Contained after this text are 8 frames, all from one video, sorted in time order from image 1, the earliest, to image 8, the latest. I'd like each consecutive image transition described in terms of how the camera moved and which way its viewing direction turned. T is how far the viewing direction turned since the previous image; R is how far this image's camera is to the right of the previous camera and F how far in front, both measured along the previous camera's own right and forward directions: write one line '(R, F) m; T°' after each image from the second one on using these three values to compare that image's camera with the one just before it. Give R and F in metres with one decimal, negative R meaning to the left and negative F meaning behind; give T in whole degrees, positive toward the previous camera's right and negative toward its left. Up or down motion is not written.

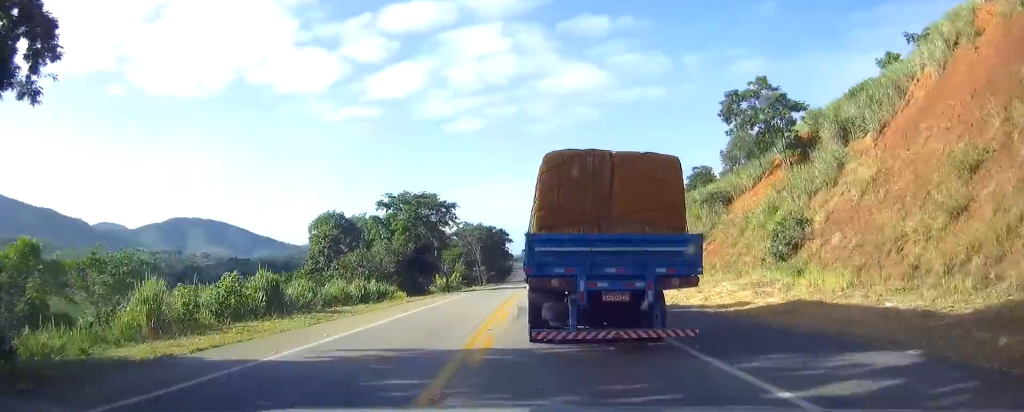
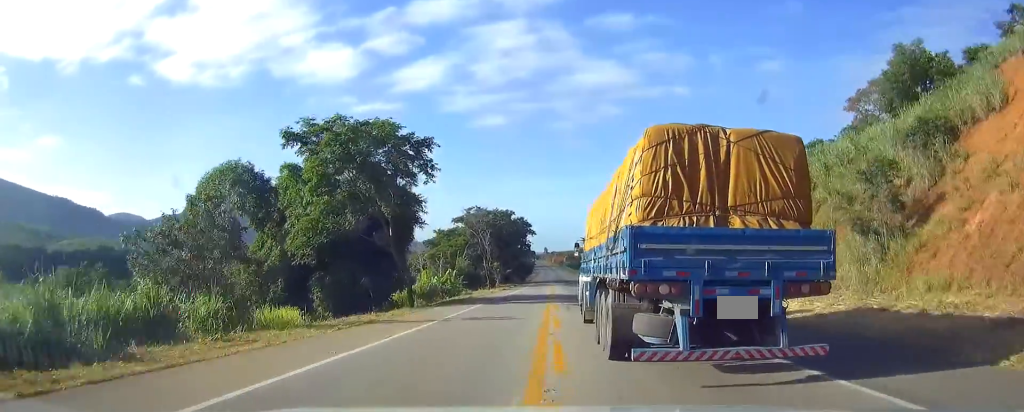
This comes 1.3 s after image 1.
(-0.5, +31.3) m; -1°
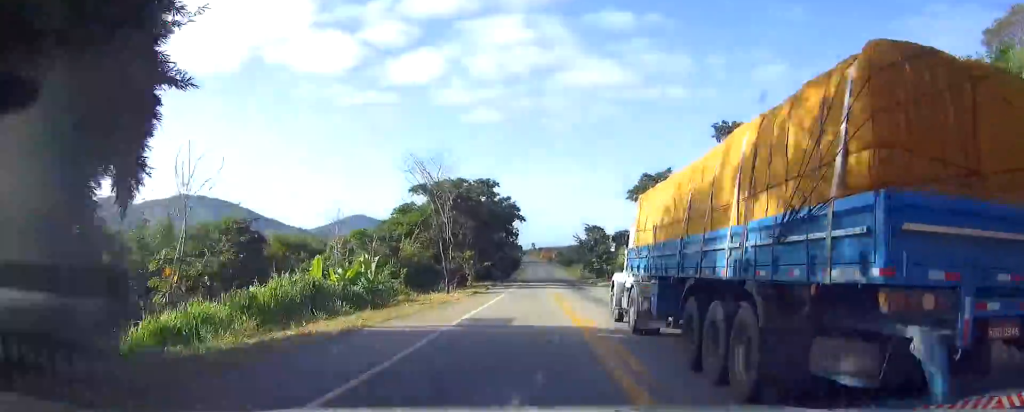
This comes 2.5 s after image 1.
(-0.2, +30.6) m; 0°
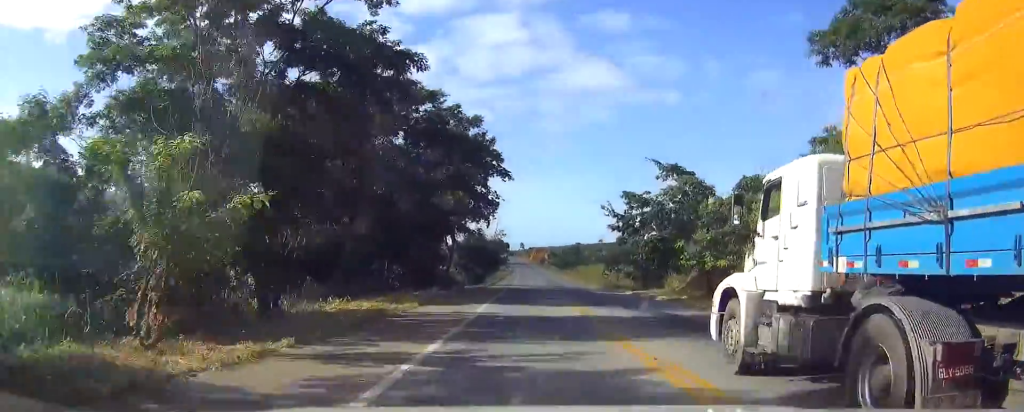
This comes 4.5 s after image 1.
(+0.1, +56.7) m; +1°
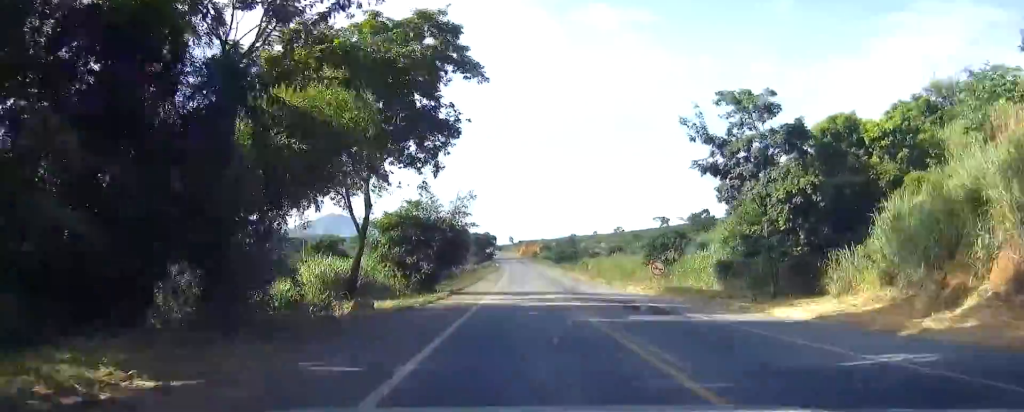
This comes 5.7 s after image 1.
(+0.2, +35.1) m; +1°
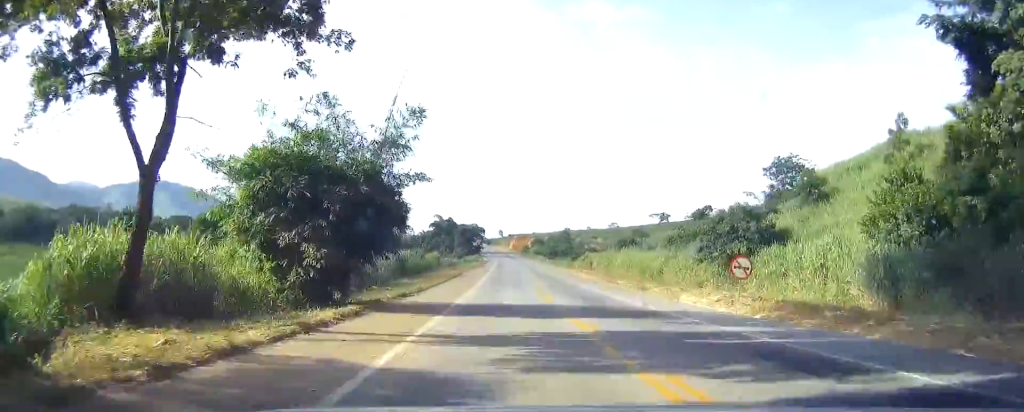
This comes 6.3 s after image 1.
(+0.1, +19.7) m; +1°
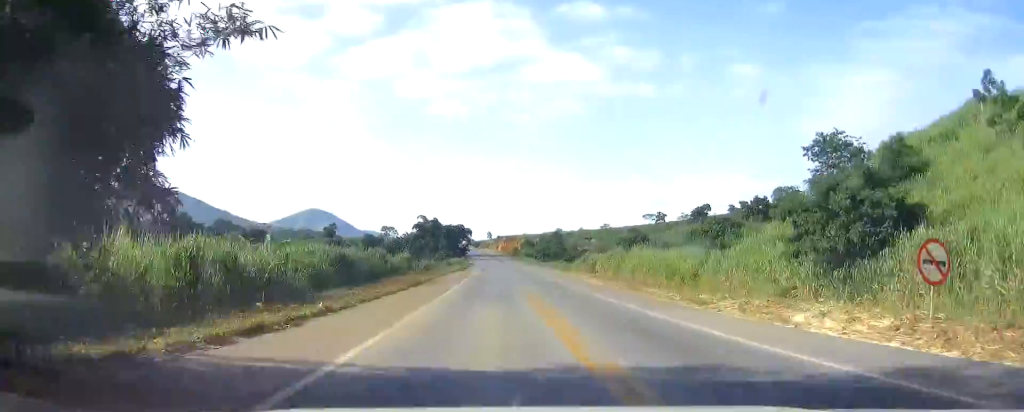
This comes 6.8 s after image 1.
(0.0, +14.7) m; +1°
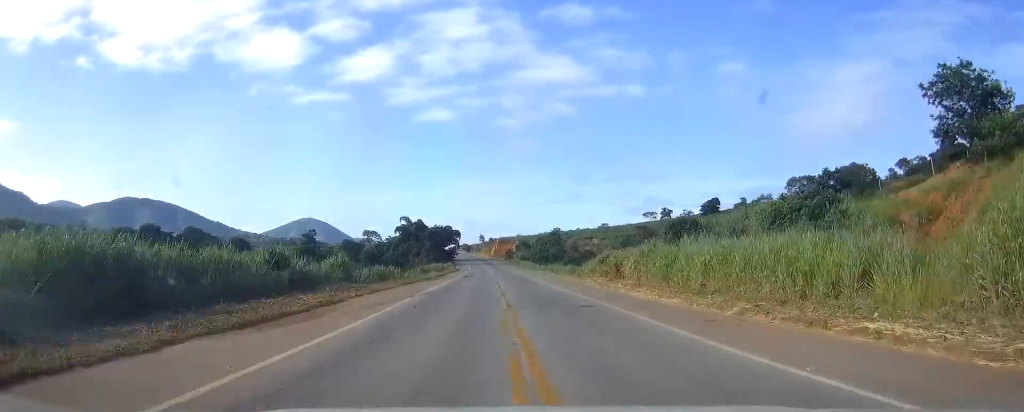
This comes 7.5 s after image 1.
(+0.3, +23.5) m; +1°
